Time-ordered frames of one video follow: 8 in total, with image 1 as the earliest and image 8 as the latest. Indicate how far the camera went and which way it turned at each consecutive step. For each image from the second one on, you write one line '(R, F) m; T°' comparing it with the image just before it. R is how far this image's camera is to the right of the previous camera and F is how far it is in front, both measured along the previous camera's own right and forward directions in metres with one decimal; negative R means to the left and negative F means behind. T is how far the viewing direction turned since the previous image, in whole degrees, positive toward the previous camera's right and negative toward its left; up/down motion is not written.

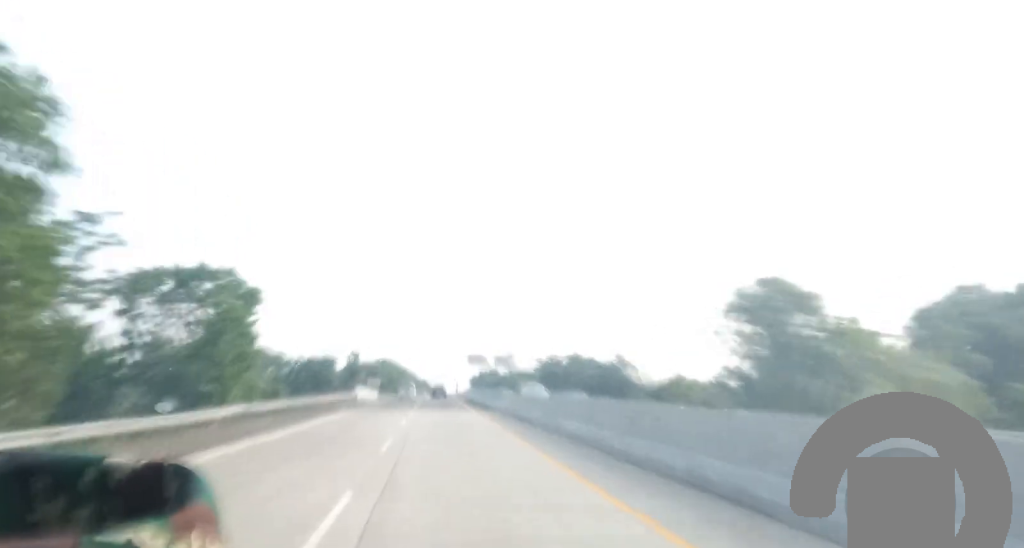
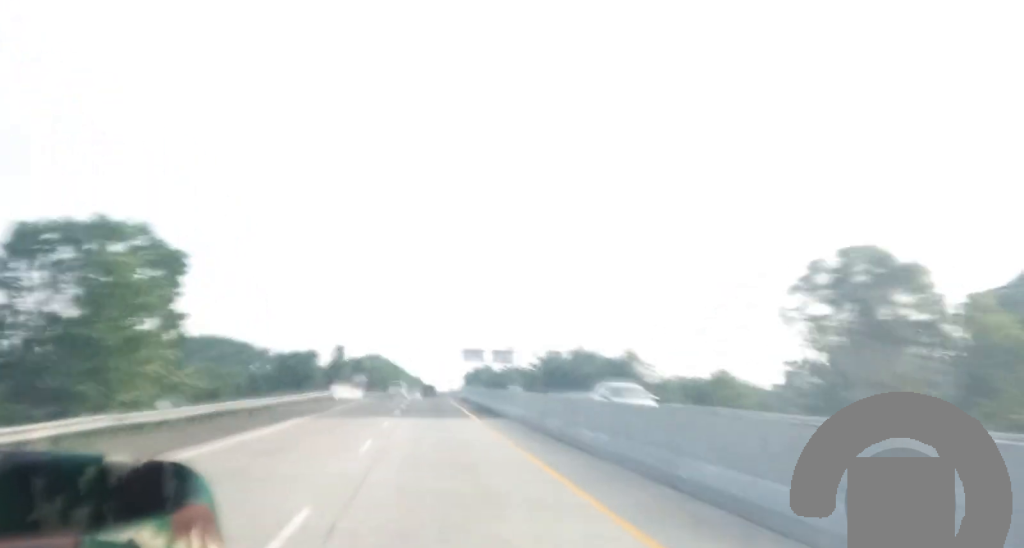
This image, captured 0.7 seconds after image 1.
(+0.6, +16.4) m; +1°
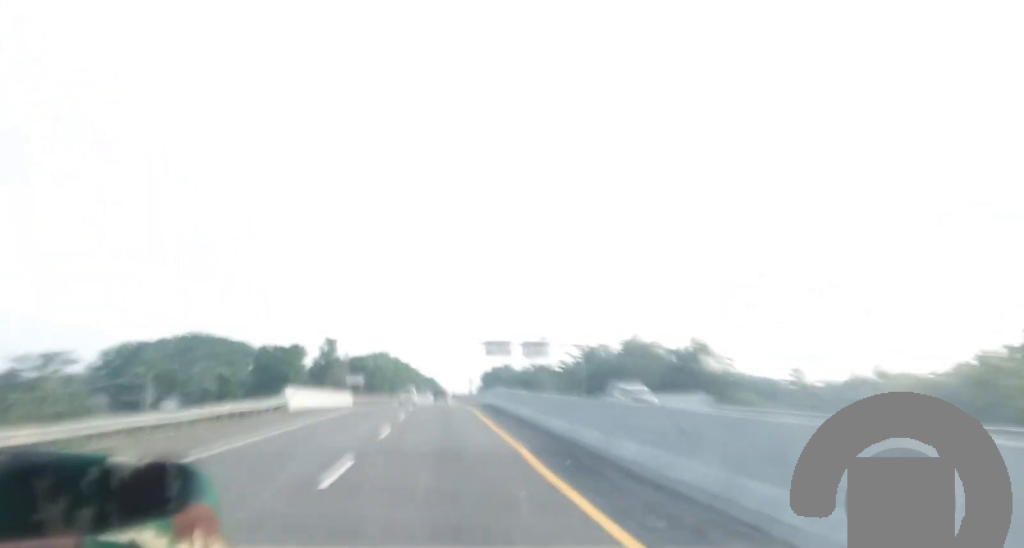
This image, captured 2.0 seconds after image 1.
(-0.6, +27.3) m; -1°
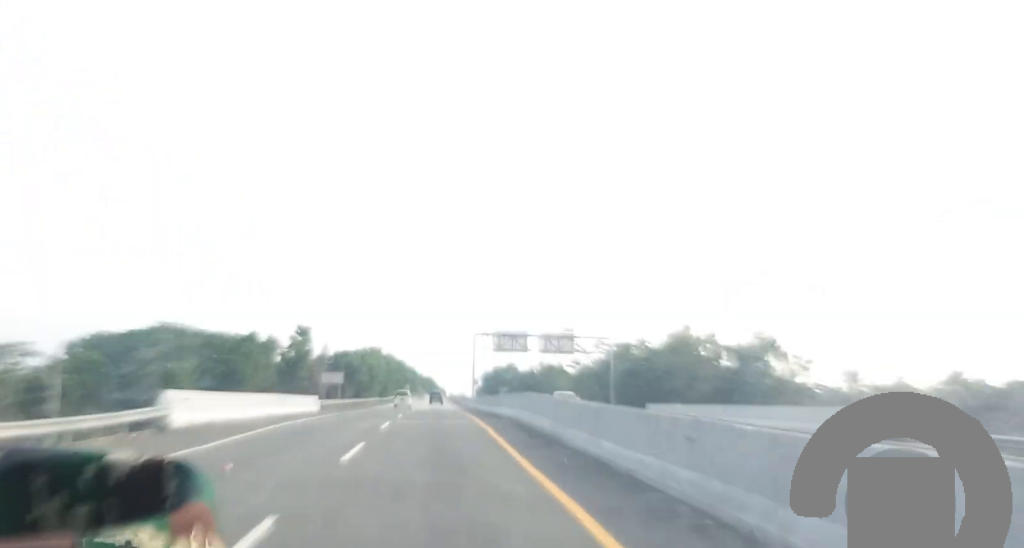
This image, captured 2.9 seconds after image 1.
(0.0, +20.6) m; 0°
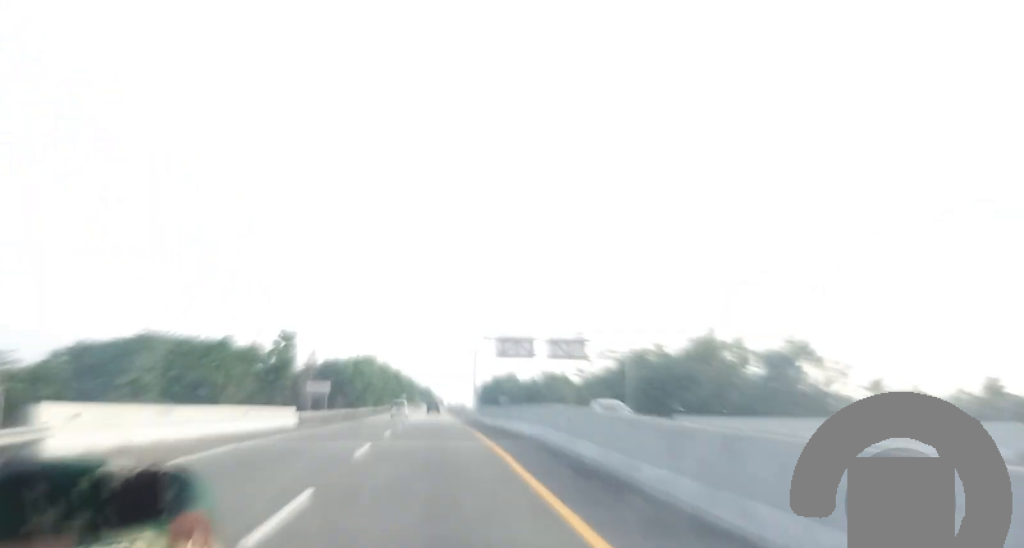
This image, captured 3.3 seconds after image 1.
(0.0, +8.9) m; 0°
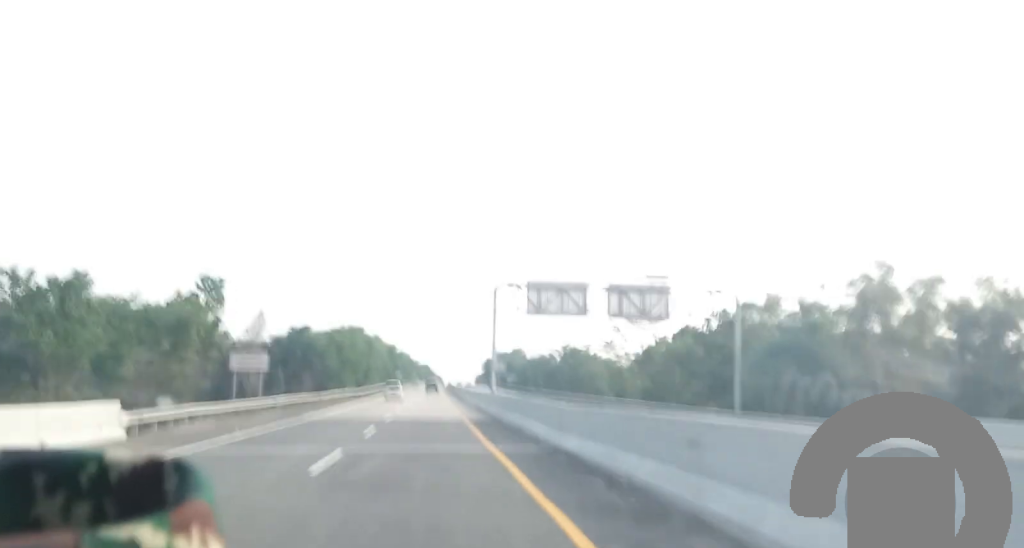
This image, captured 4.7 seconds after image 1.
(0.0, +30.6) m; 0°
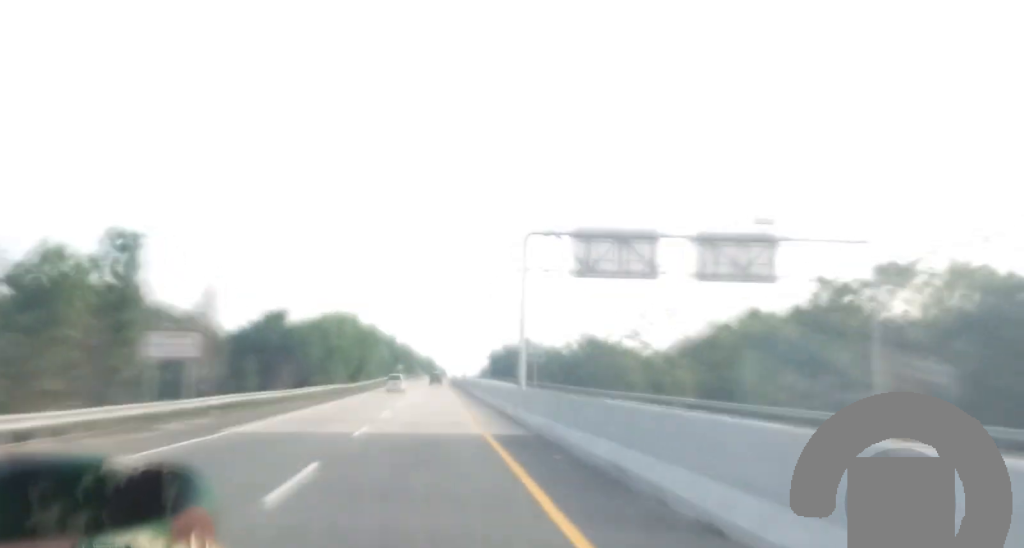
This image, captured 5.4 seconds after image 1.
(0.0, +16.8) m; 0°
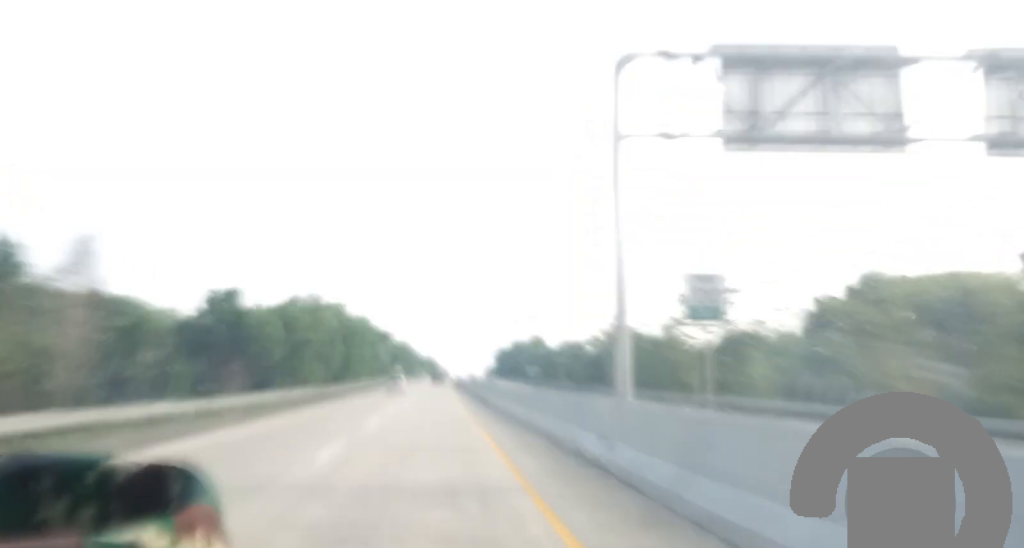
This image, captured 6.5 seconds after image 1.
(0.0, +24.9) m; 0°
